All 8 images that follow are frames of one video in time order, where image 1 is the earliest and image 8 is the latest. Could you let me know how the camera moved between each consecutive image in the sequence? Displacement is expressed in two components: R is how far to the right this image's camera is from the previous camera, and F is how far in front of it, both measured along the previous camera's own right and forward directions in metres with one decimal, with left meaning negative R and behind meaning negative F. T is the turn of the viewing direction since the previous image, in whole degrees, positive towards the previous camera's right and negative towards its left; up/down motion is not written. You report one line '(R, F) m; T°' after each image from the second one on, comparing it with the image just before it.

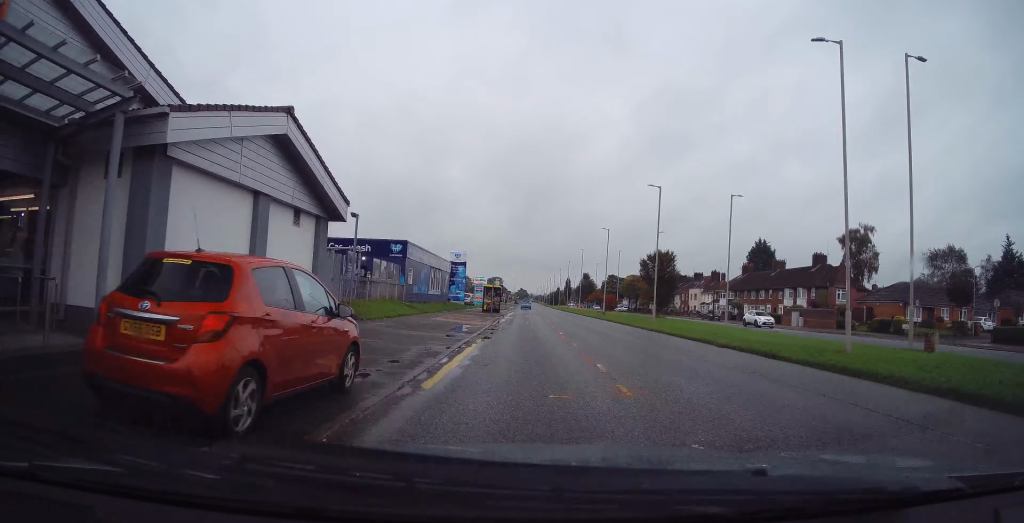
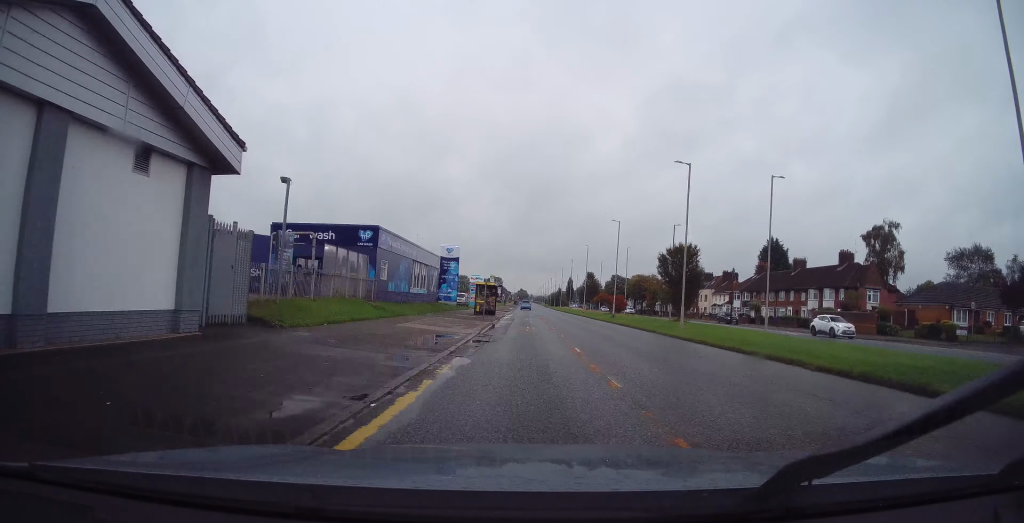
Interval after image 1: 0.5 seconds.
(-0.1, +7.2) m; 0°
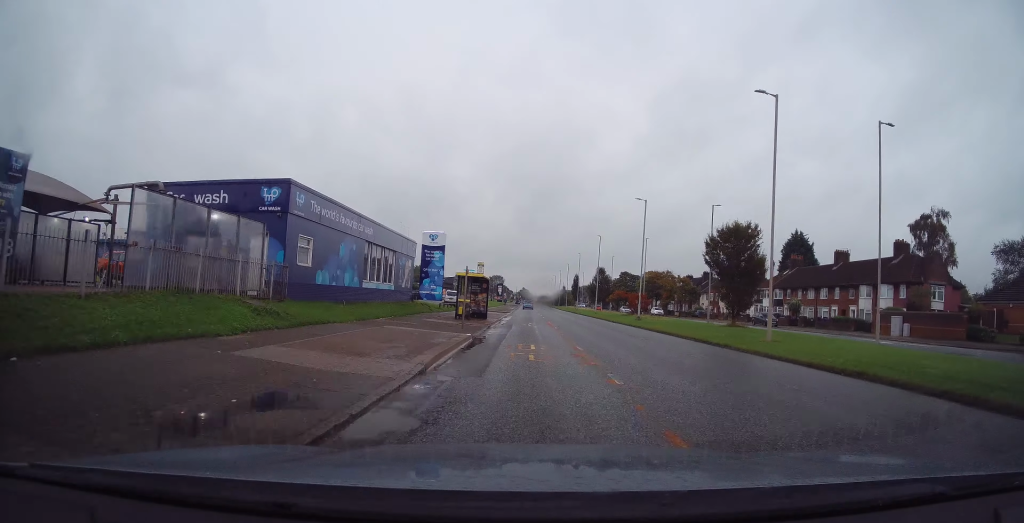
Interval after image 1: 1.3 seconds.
(0.0, +11.6) m; 0°
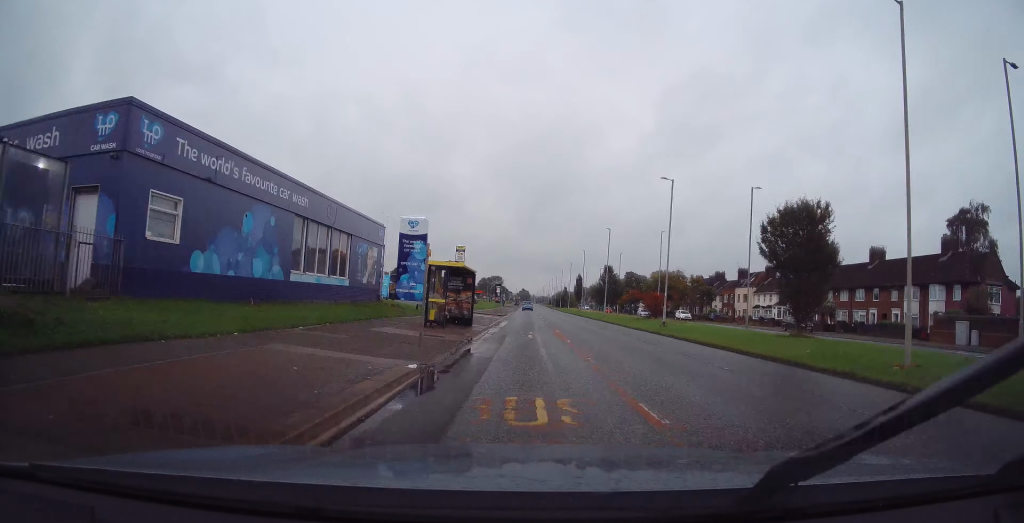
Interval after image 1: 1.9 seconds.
(0.0, +8.3) m; 0°
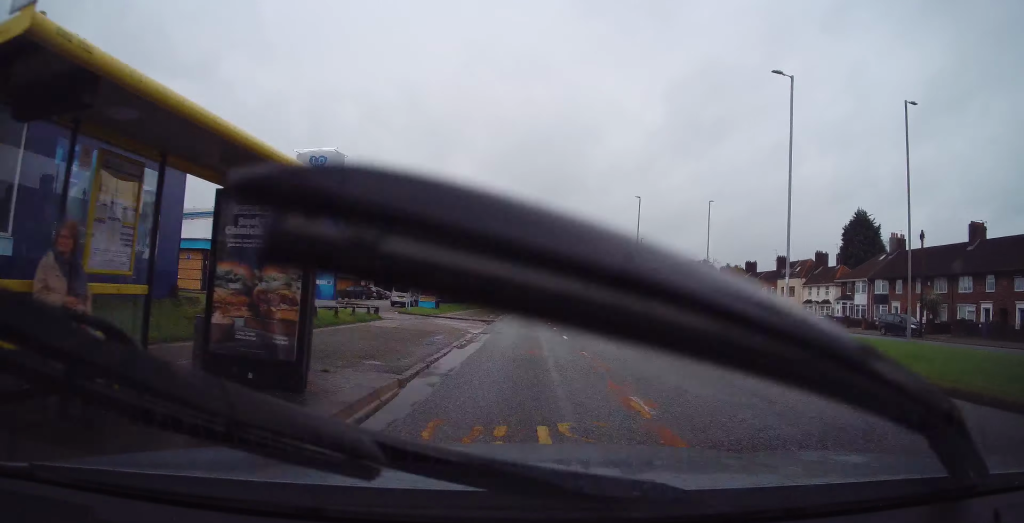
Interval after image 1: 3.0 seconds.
(0.0, +17.6) m; -1°
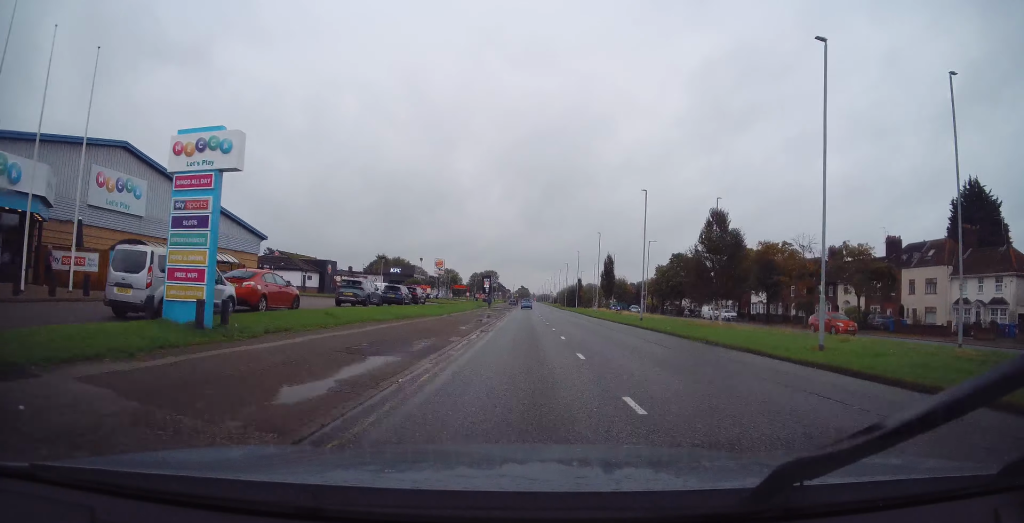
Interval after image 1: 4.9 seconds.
(-0.8, +30.0) m; 0°
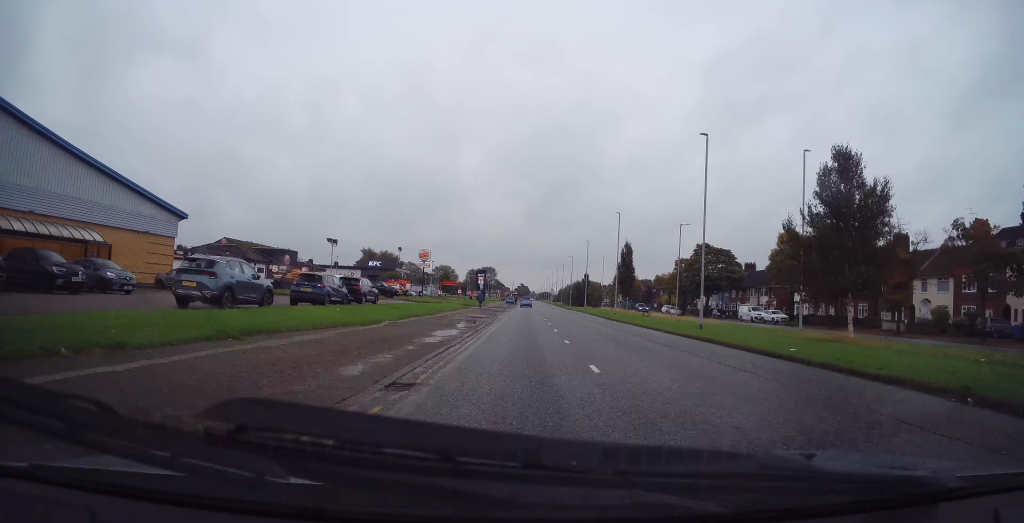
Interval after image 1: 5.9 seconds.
(+0.3, +14.7) m; +2°
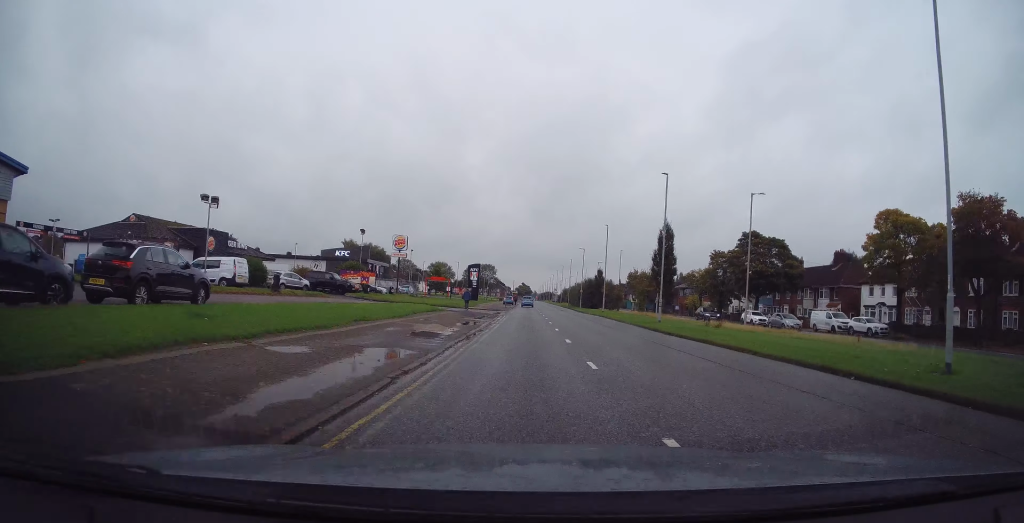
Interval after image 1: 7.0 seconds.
(+0.2, +18.1) m; +1°
